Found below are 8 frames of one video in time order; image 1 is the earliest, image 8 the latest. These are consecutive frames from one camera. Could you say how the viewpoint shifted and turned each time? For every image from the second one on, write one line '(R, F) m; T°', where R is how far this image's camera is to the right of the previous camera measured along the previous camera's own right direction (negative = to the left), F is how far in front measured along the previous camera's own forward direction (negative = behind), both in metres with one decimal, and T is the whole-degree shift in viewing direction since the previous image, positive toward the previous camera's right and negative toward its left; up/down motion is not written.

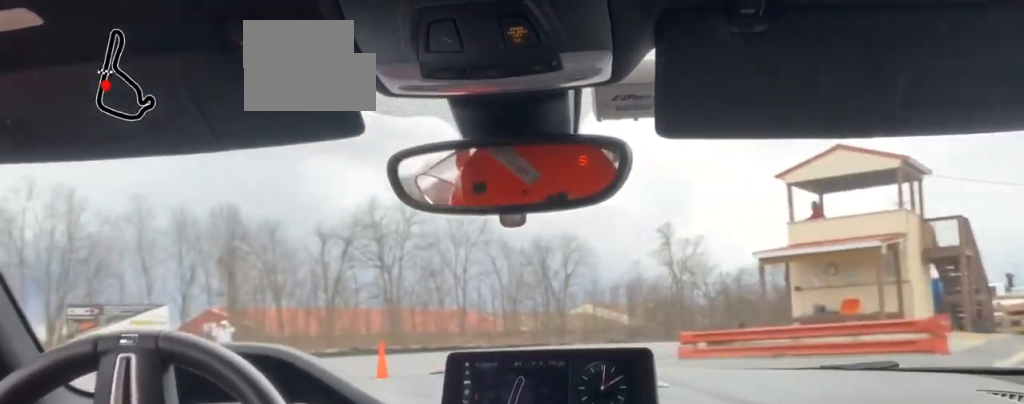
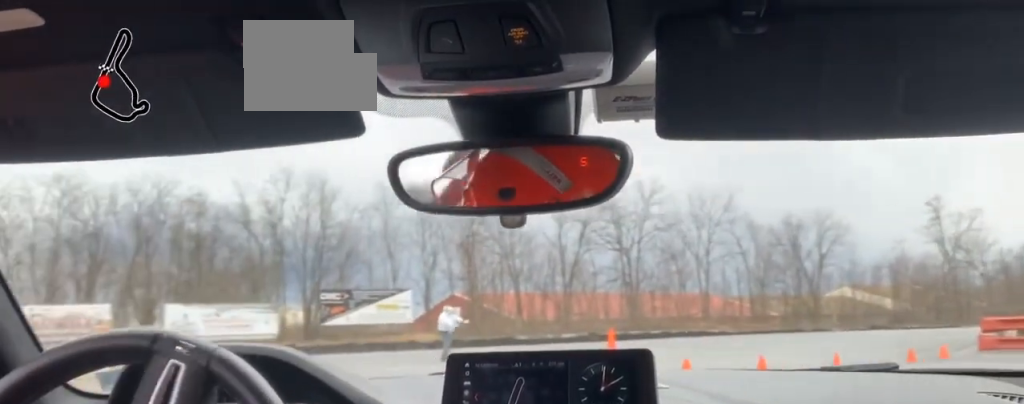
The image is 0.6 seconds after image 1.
(-0.5, +3.5) m; -15°
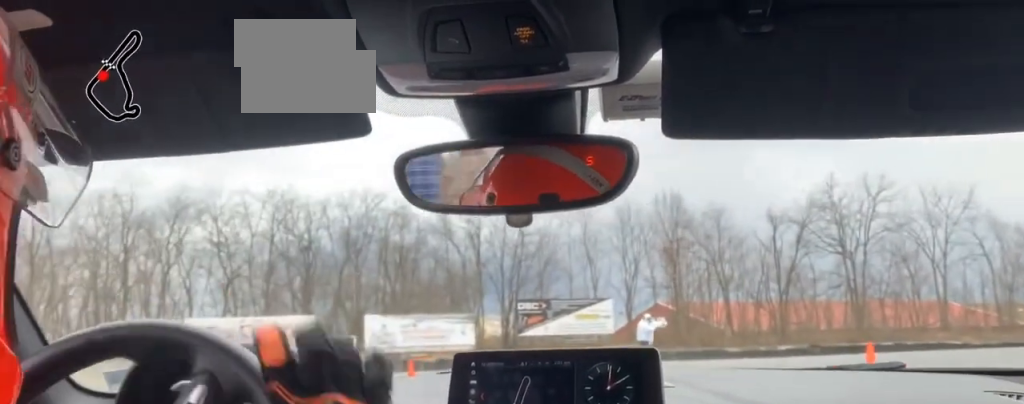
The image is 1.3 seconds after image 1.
(-0.7, +4.0) m; -16°
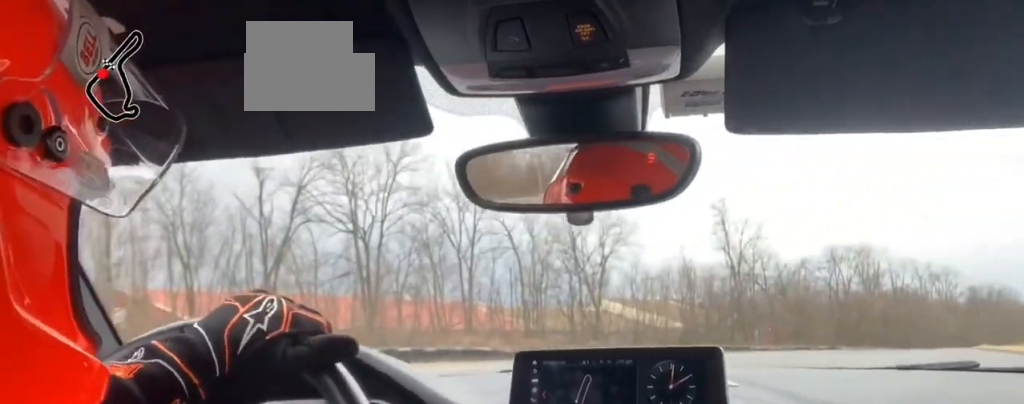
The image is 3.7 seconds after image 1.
(+3.1, +22.5) m; +19°
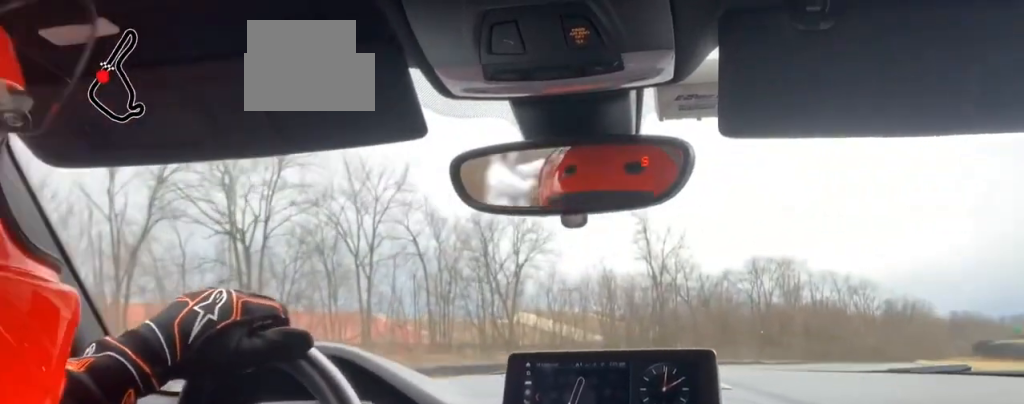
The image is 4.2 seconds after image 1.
(-0.4, +5.9) m; +4°
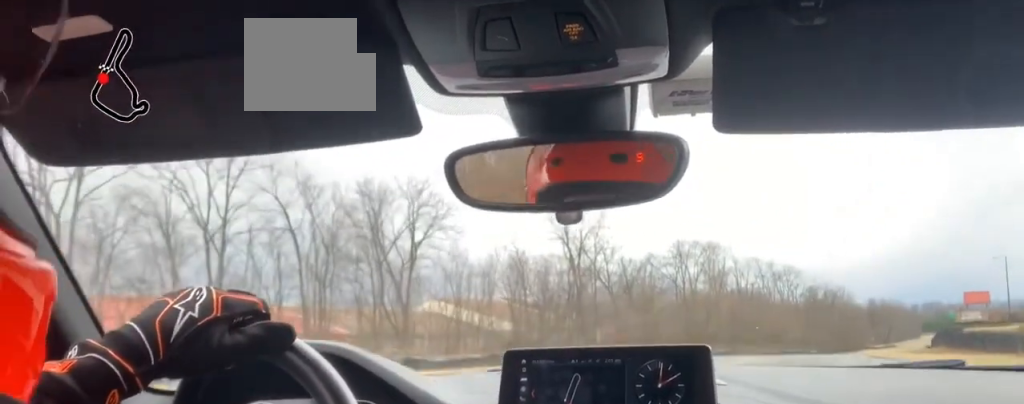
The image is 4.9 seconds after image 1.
(+1.1, +10.6) m; +7°
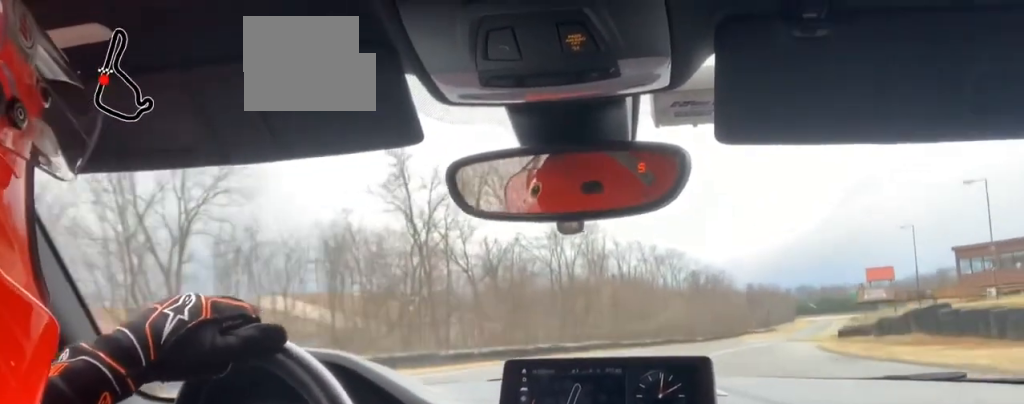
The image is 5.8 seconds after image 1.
(+1.4, +17.2) m; +8°
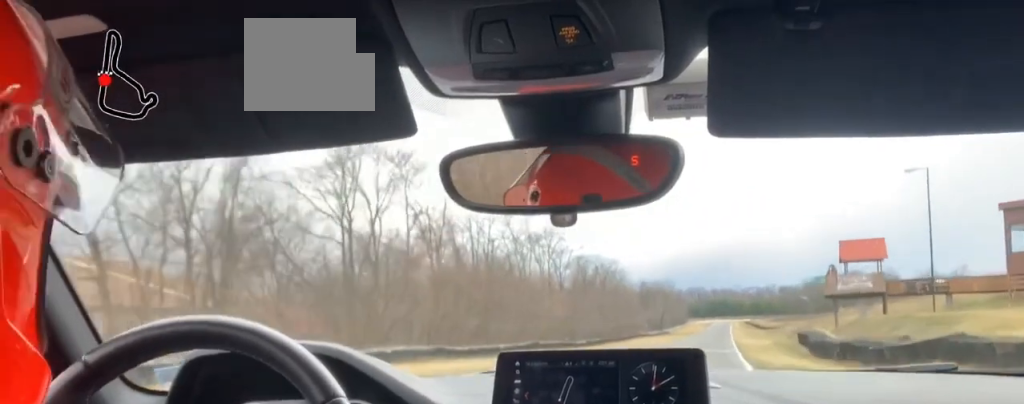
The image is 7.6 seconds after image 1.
(+3.8, +43.8) m; +8°
